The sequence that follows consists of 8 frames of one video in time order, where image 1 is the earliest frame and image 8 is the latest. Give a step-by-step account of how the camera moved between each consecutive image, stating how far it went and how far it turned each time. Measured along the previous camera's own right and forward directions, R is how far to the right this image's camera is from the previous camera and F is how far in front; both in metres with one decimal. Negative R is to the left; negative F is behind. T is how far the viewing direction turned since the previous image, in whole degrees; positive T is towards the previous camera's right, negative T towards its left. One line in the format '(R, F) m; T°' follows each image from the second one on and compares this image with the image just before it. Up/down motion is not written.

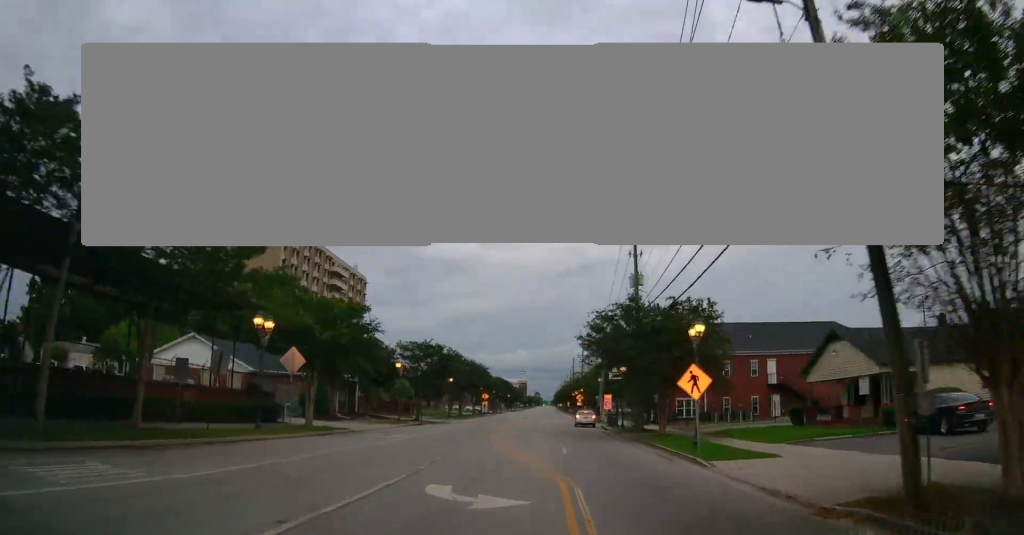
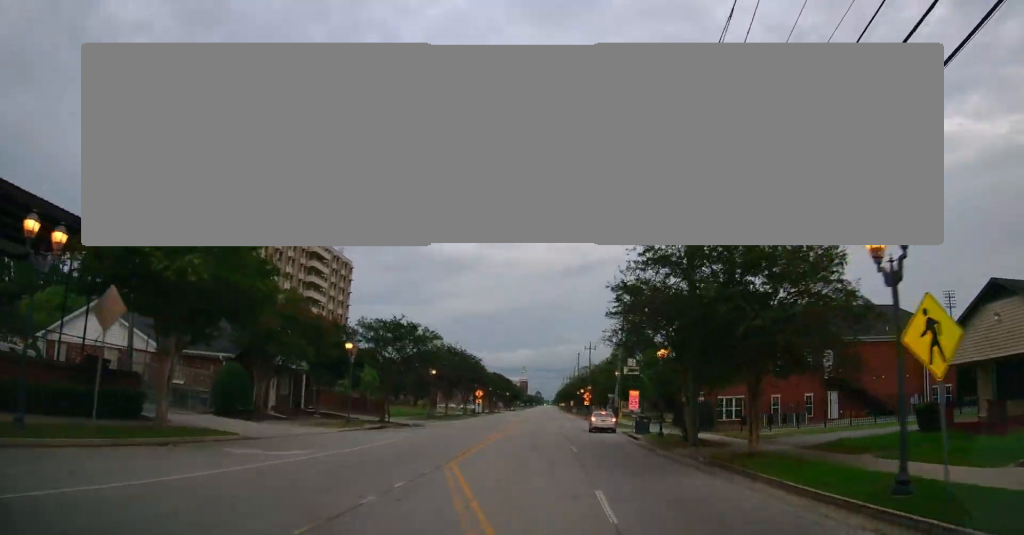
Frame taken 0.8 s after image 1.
(0.0, +11.7) m; 0°
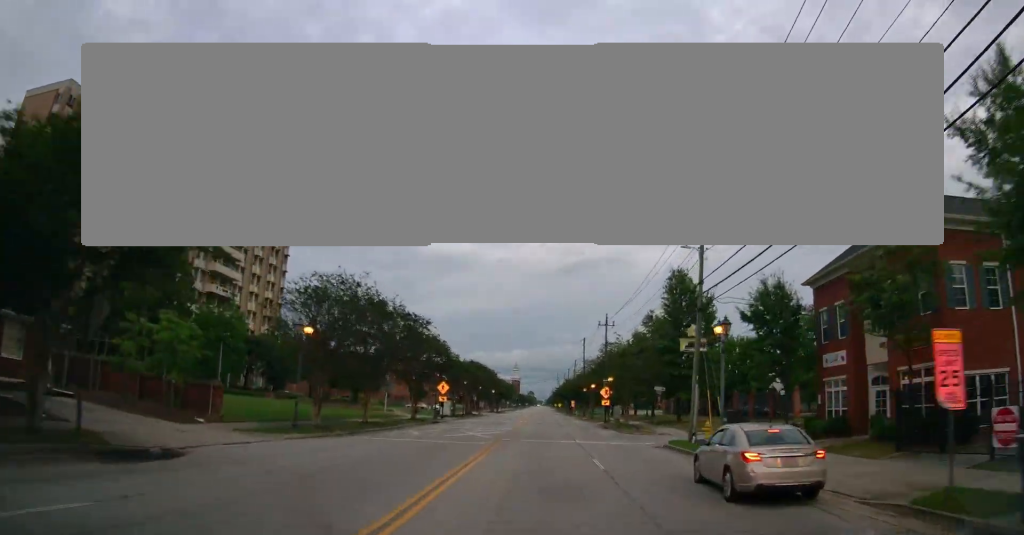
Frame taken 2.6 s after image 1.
(+0.2, +28.5) m; +1°
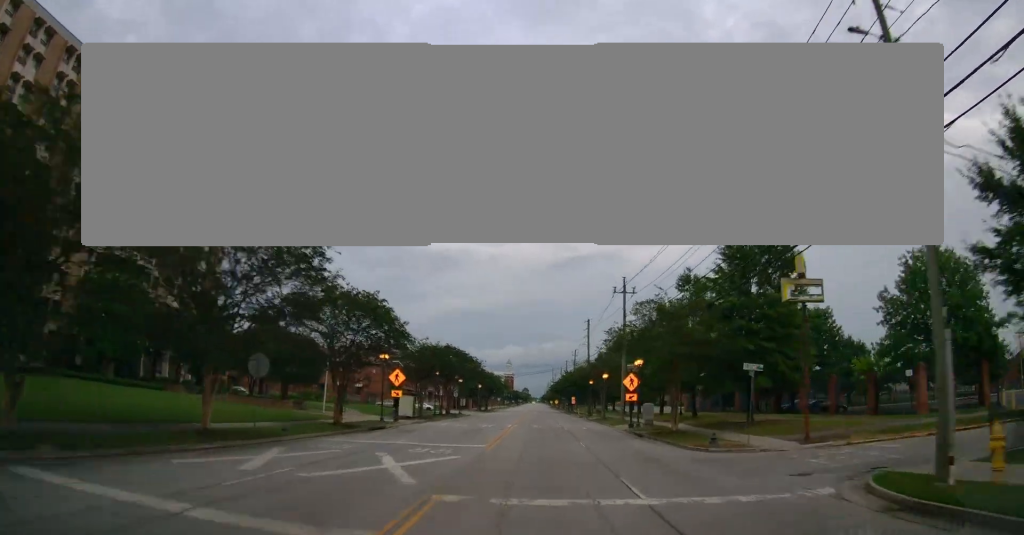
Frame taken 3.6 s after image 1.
(+0.1, +17.6) m; +1°
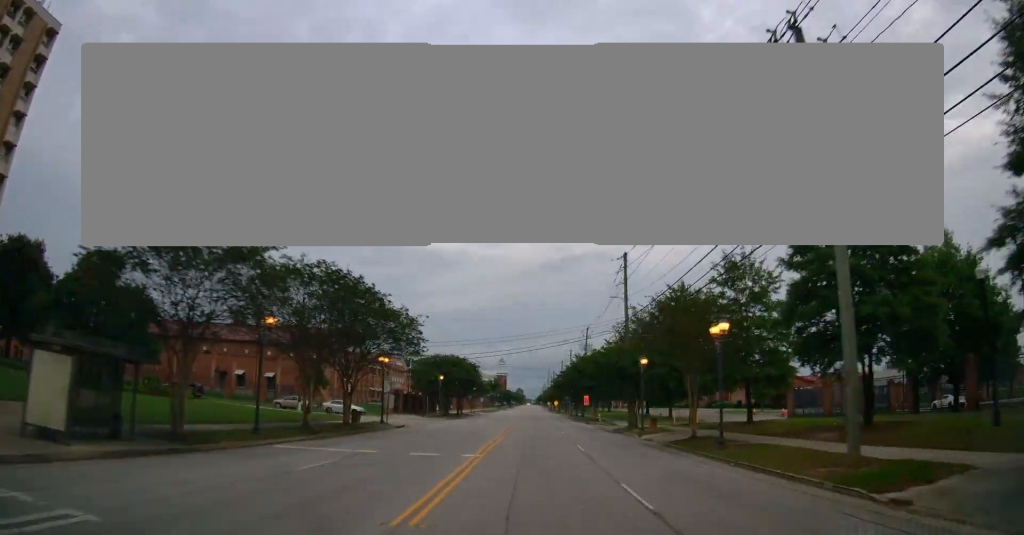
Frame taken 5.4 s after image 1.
(+0.3, +36.2) m; 0°
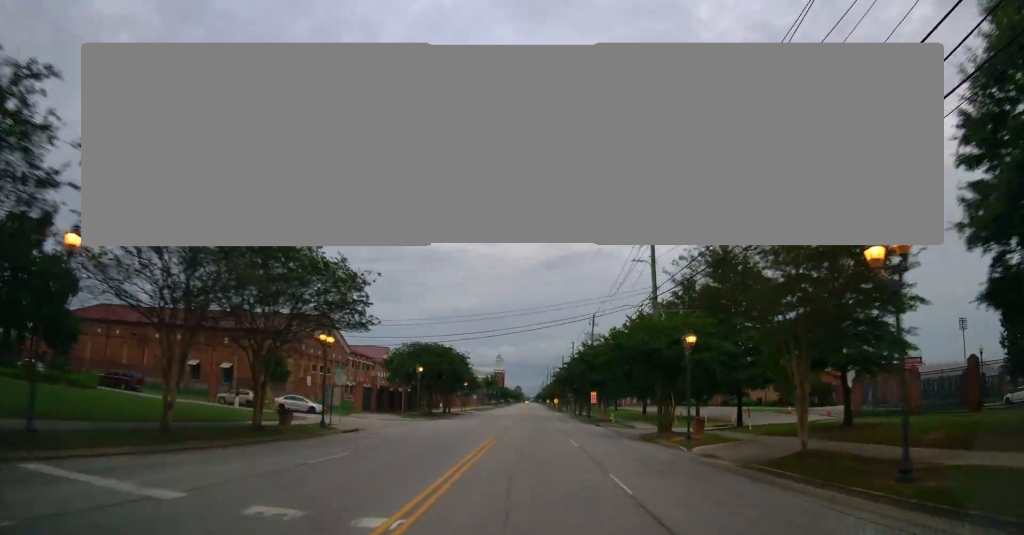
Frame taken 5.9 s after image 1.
(0.0, +10.8) m; 0°
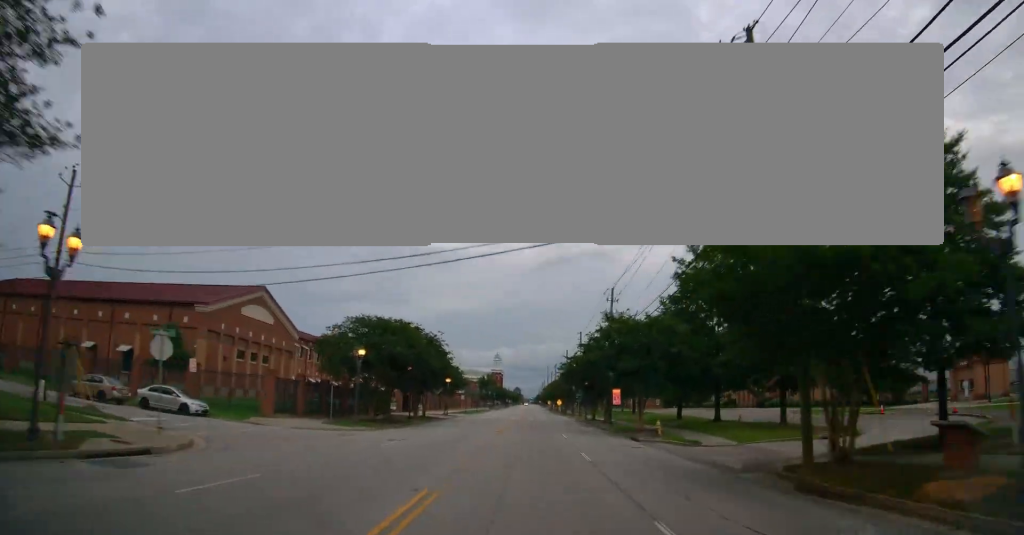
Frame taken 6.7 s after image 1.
(-0.1, +17.7) m; +1°
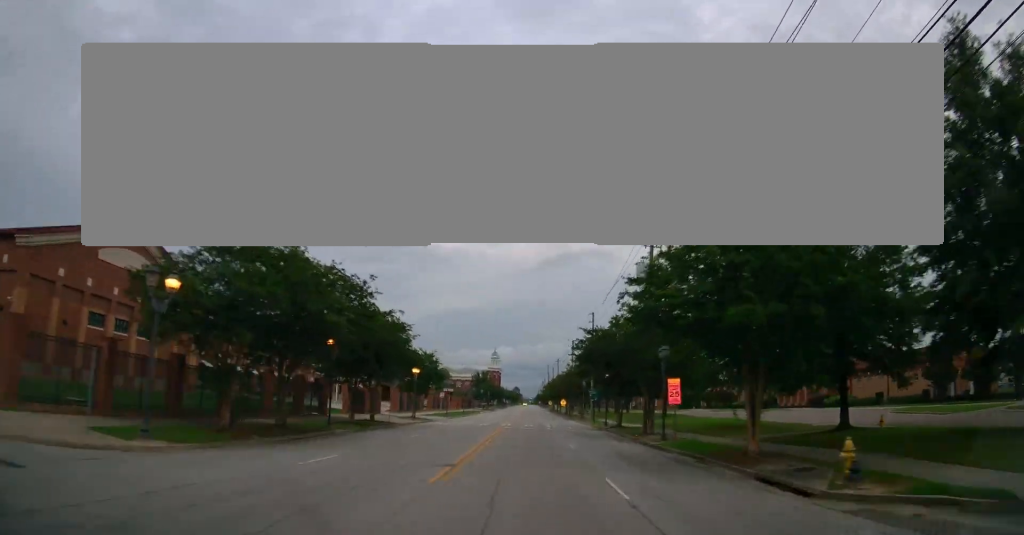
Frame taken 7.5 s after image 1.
(+0.4, +19.2) m; 0°
